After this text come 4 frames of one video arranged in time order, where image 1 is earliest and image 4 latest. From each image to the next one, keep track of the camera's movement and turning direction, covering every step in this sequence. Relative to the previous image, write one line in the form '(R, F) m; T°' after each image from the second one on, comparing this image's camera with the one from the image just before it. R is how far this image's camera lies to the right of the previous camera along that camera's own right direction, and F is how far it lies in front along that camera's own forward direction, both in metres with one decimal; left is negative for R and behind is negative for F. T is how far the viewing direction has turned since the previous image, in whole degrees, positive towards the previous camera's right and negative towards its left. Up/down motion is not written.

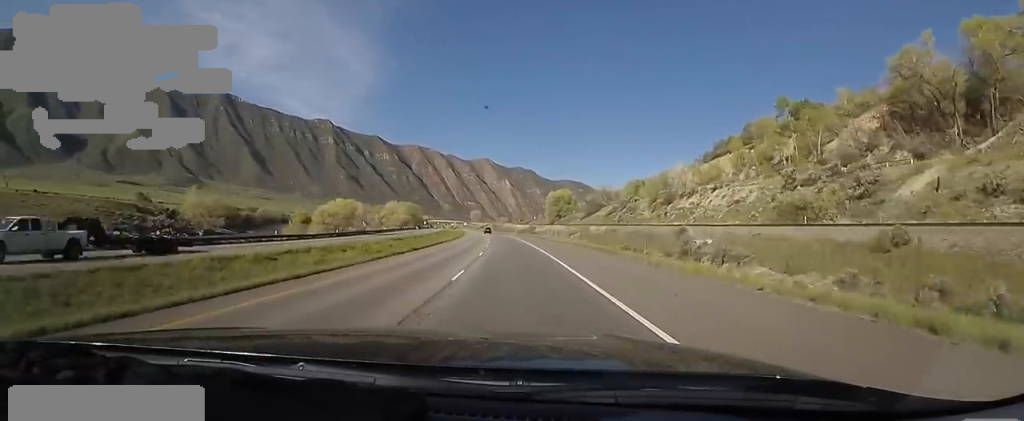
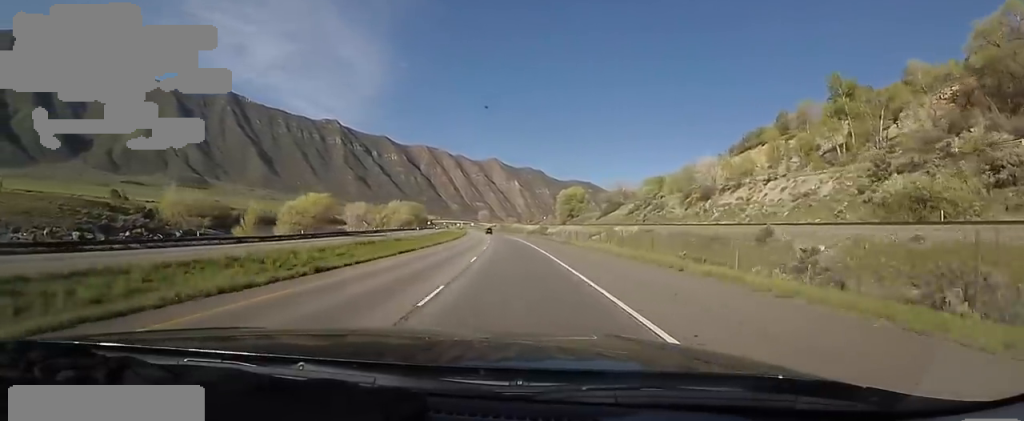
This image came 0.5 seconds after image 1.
(+0.8, +16.5) m; -1°
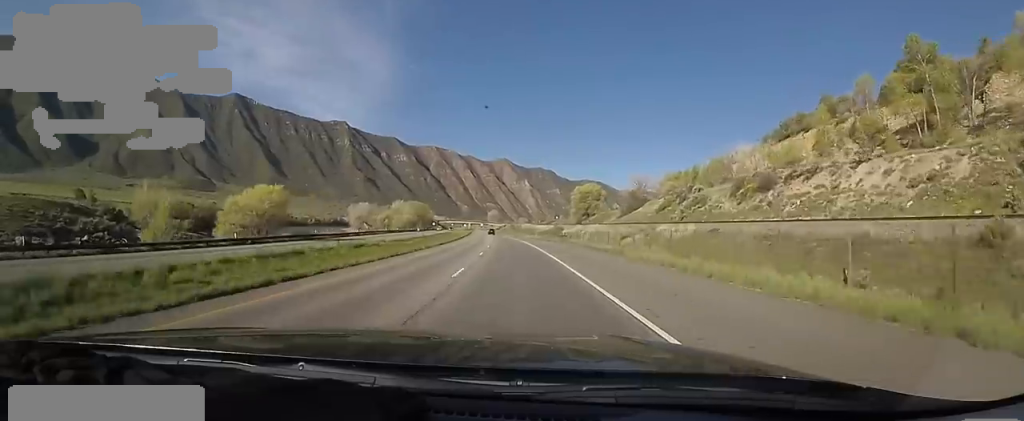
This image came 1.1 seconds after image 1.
(-0.4, +18.5) m; -2°
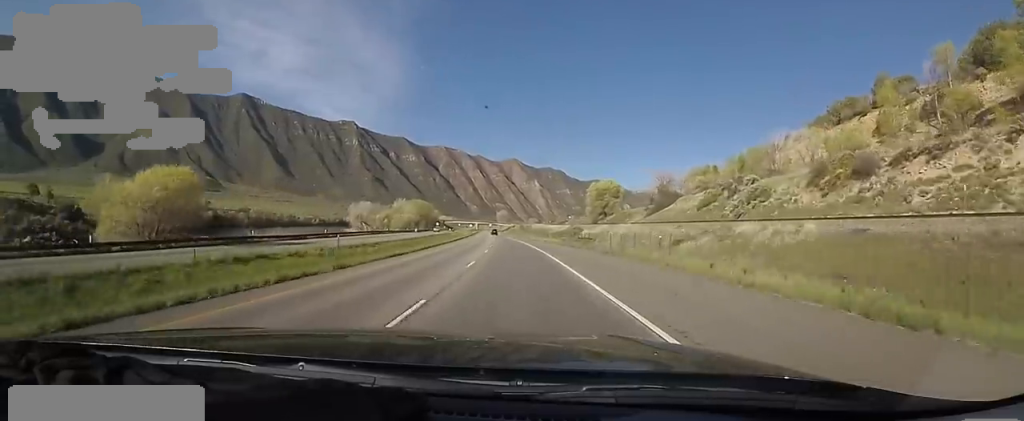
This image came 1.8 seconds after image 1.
(-0.8, +20.6) m; -2°
